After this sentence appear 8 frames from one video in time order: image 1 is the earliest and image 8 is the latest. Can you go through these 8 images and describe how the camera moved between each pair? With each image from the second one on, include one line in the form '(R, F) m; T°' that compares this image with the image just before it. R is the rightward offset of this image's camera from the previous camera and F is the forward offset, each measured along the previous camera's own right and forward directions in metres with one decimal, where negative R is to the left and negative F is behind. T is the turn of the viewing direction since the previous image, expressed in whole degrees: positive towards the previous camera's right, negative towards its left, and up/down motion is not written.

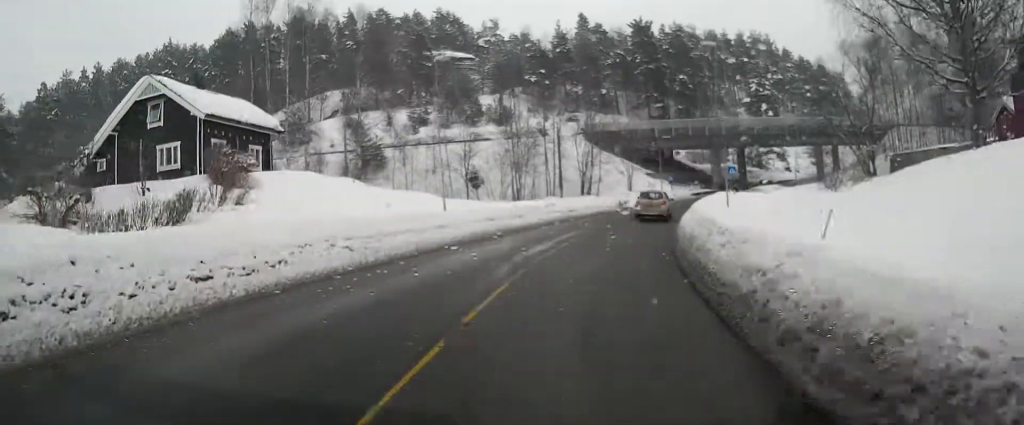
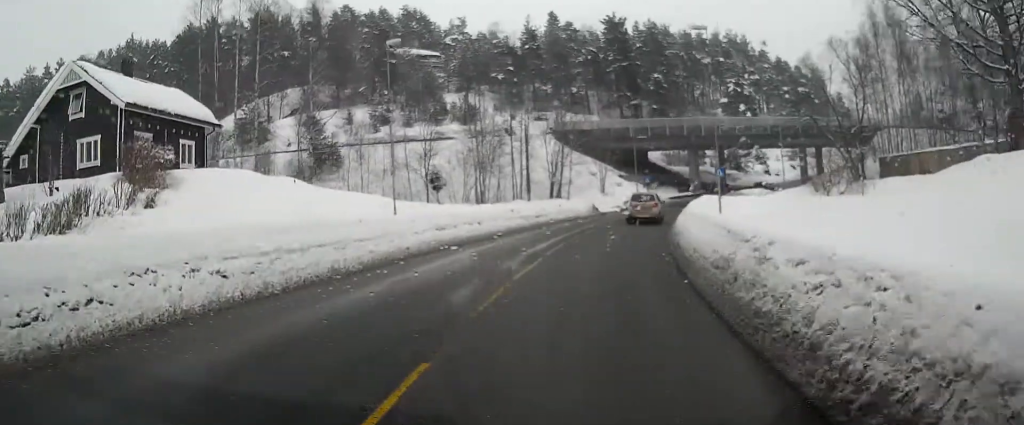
(+0.1, +4.6) m; +3°
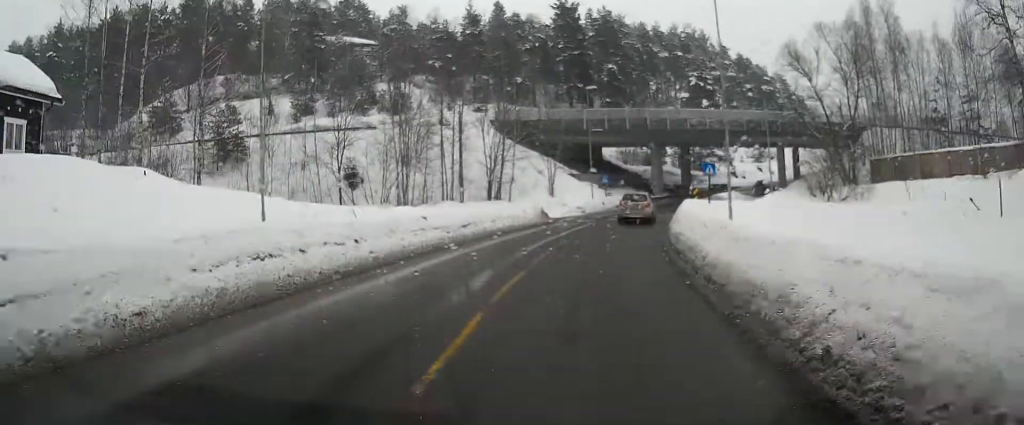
(+0.5, +9.9) m; +6°
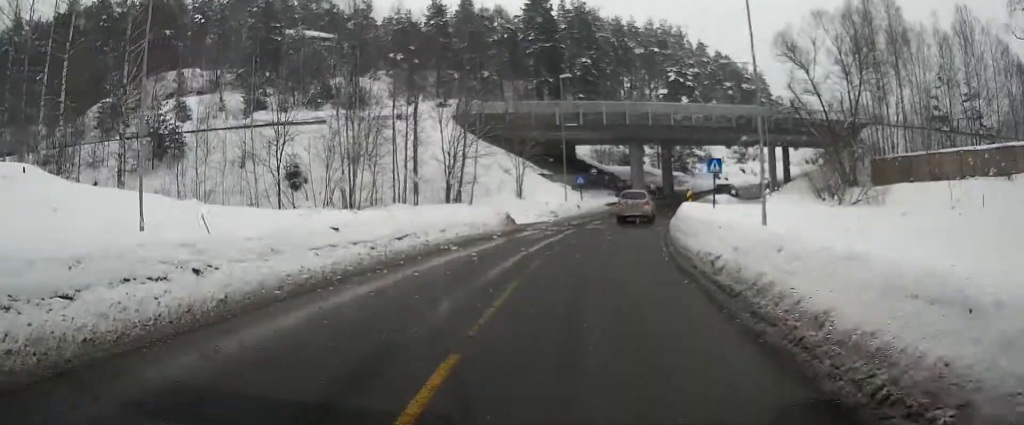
(+0.2, +5.9) m; +3°
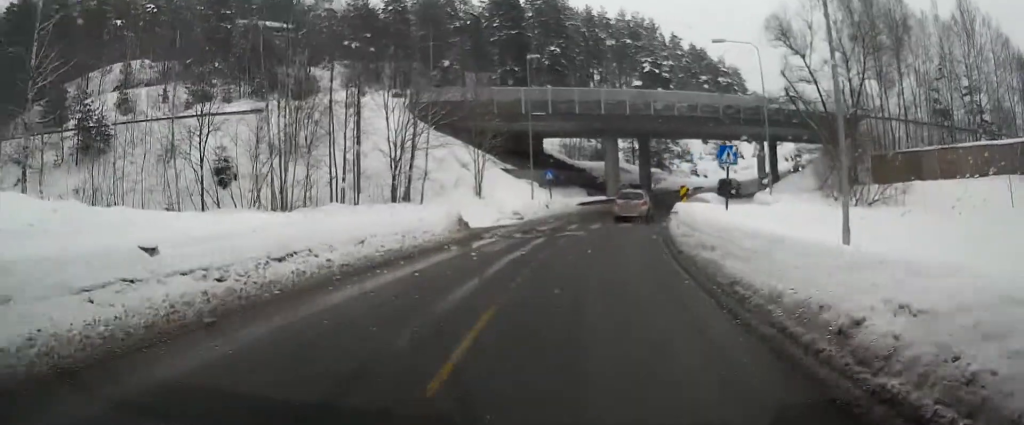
(+0.2, +5.9) m; +3°
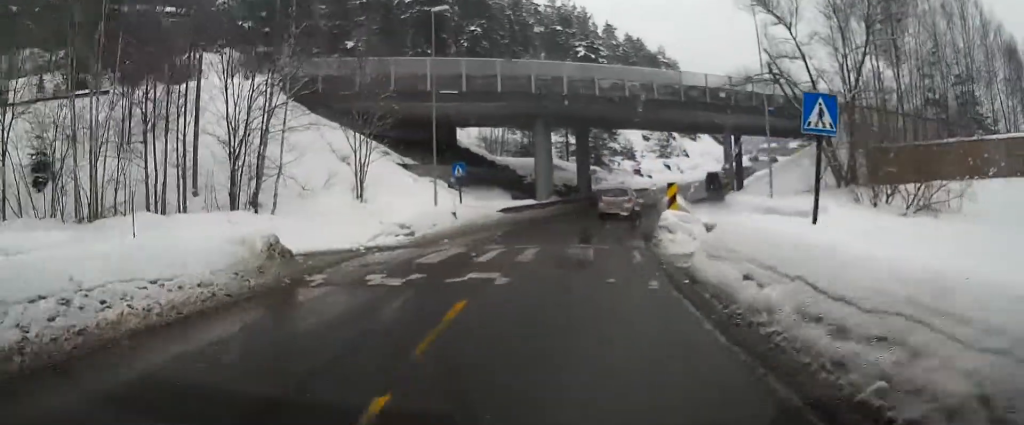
(+0.5, +10.6) m; +7°
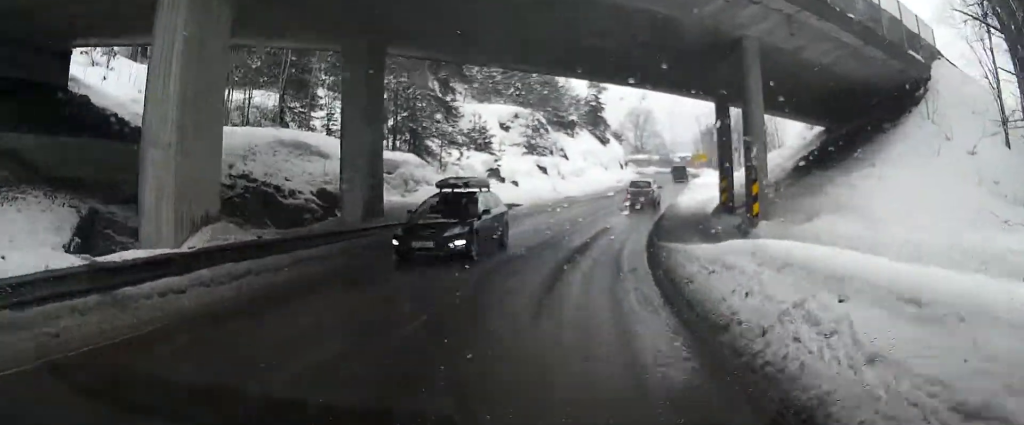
(+5.8, +27.6) m; +18°
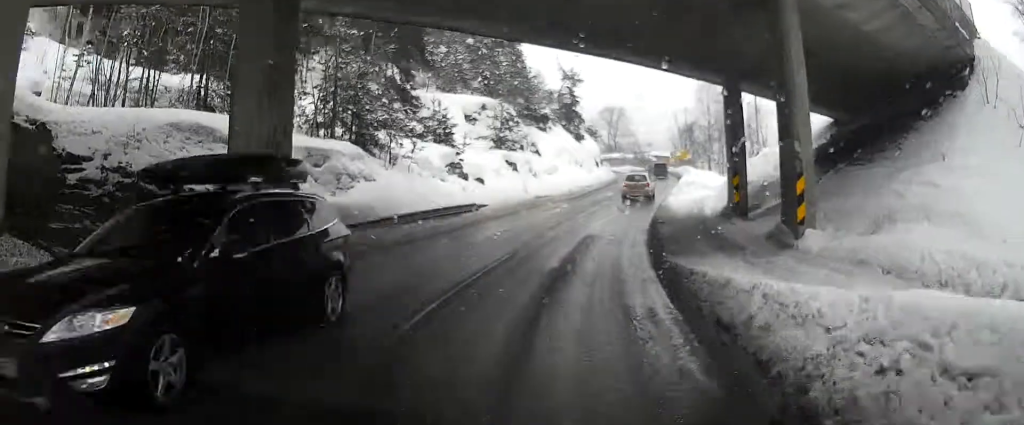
(-0.1, +4.5) m; +2°
